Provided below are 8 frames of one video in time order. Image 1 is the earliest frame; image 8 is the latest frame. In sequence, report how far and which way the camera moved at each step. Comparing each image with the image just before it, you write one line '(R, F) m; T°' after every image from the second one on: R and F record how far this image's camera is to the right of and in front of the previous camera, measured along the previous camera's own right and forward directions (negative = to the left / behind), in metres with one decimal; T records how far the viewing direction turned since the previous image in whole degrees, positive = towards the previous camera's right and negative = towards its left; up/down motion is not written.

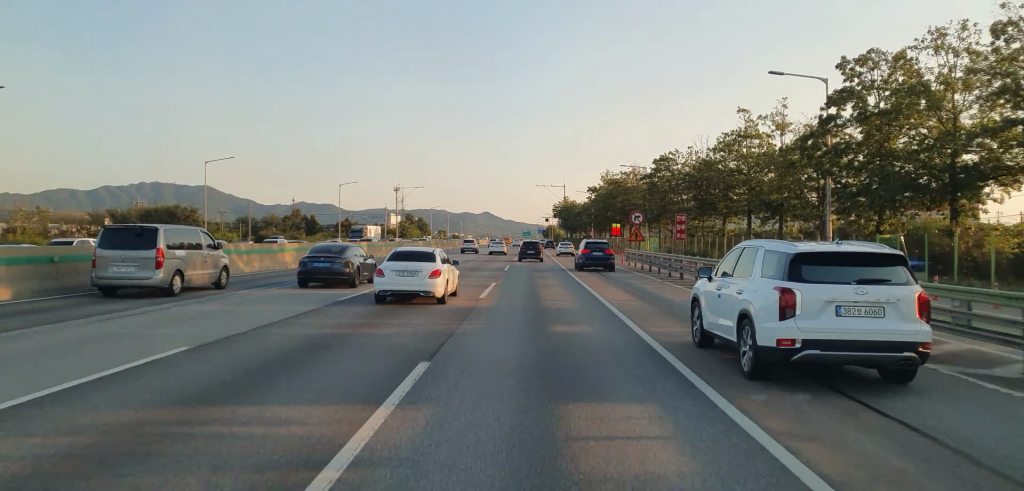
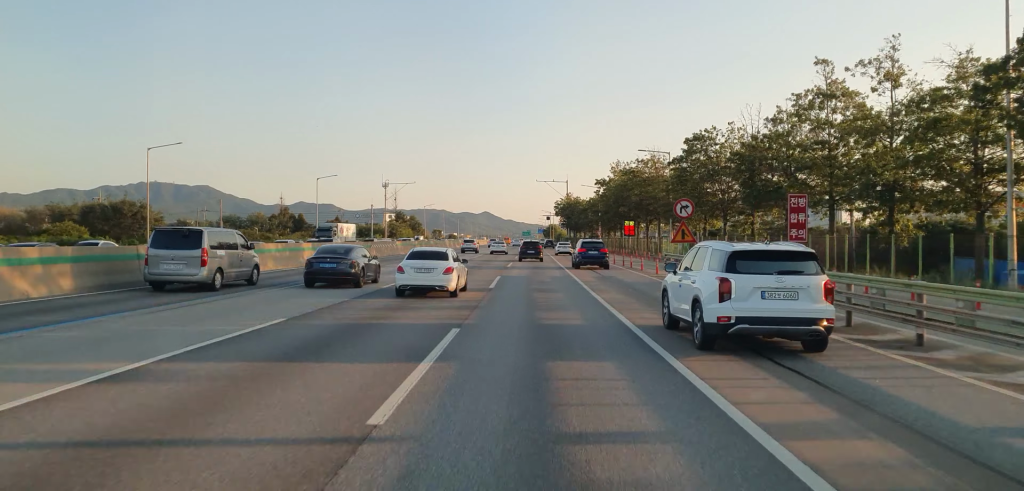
(0.0, +15.2) m; 0°
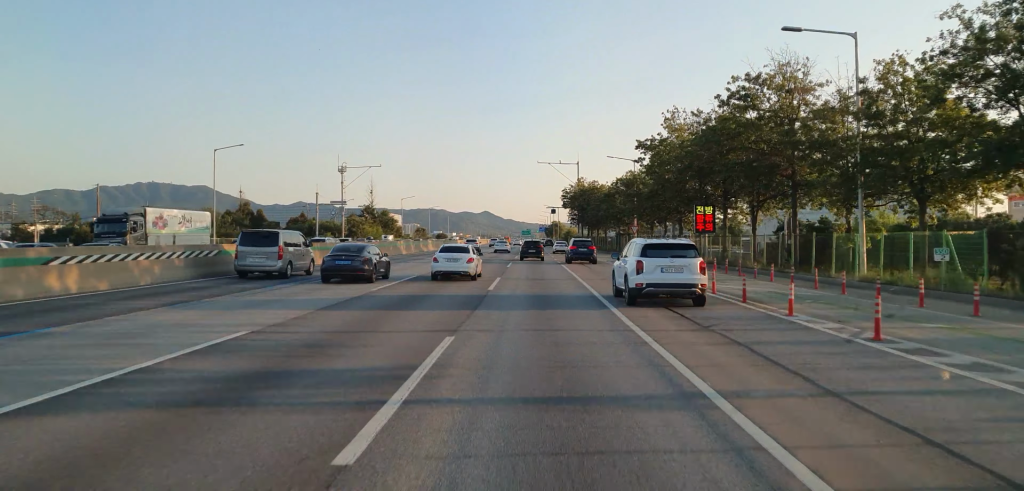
(-0.5, +42.4) m; -1°
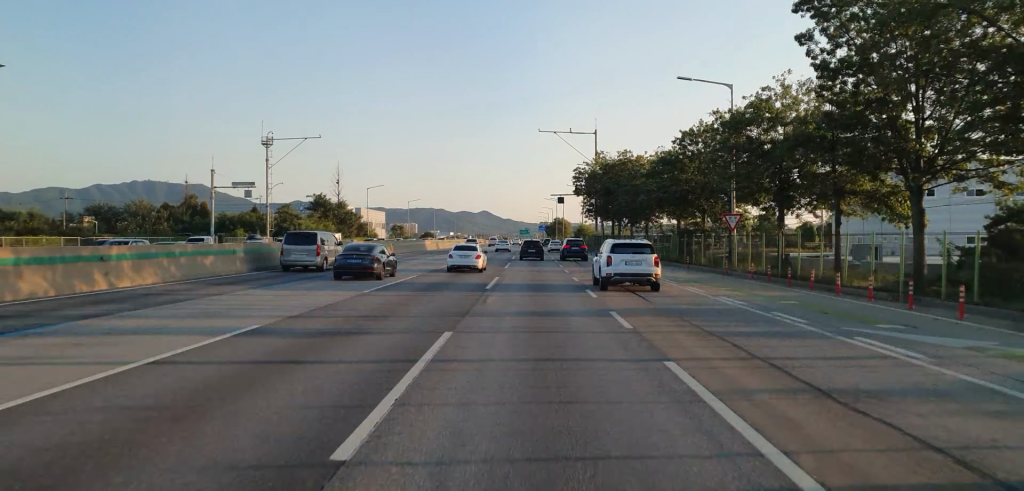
(+0.4, +40.3) m; +1°
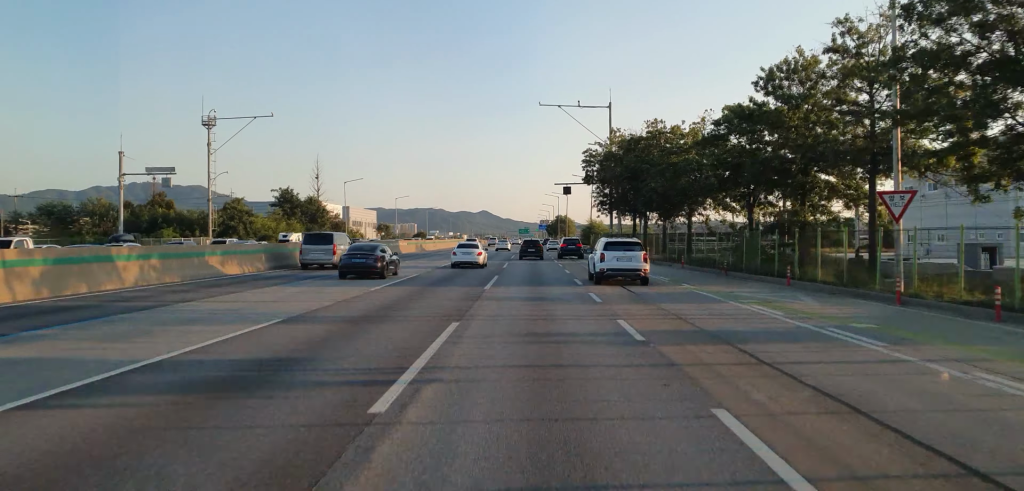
(0.0, +19.0) m; 0°
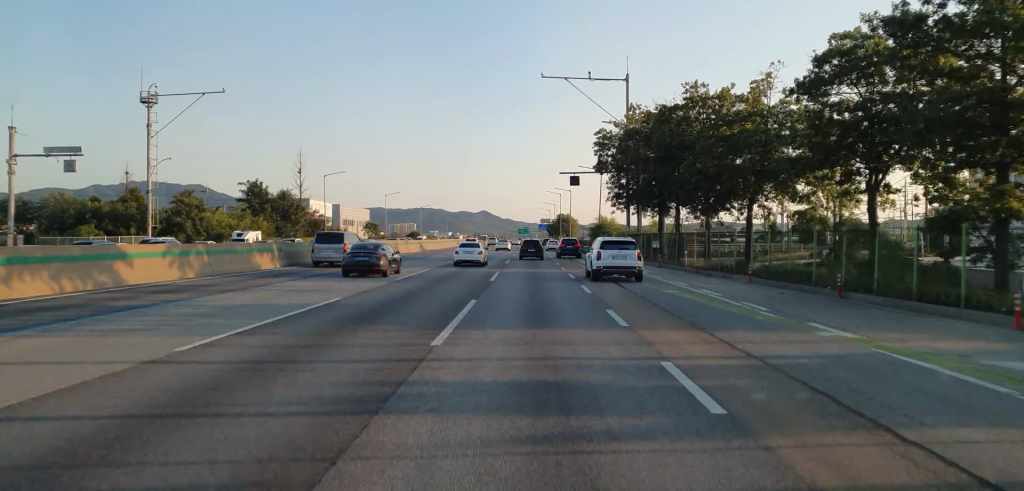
(0.0, +13.8) m; 0°
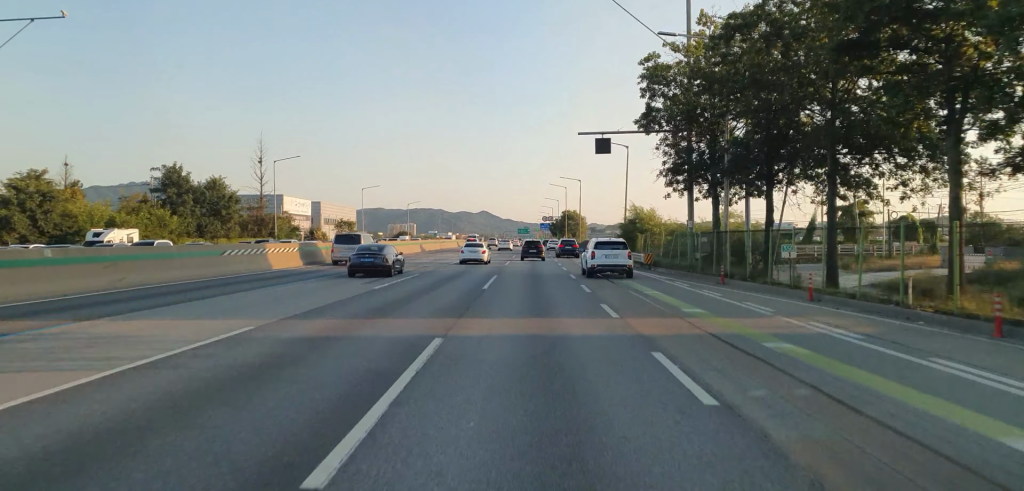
(-0.2, +25.1) m; -1°
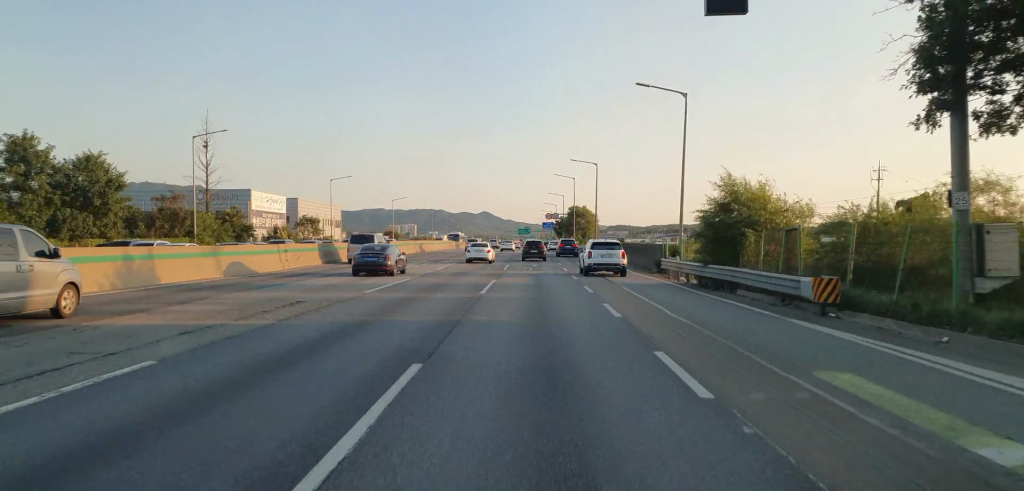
(-0.1, +25.2) m; 0°
